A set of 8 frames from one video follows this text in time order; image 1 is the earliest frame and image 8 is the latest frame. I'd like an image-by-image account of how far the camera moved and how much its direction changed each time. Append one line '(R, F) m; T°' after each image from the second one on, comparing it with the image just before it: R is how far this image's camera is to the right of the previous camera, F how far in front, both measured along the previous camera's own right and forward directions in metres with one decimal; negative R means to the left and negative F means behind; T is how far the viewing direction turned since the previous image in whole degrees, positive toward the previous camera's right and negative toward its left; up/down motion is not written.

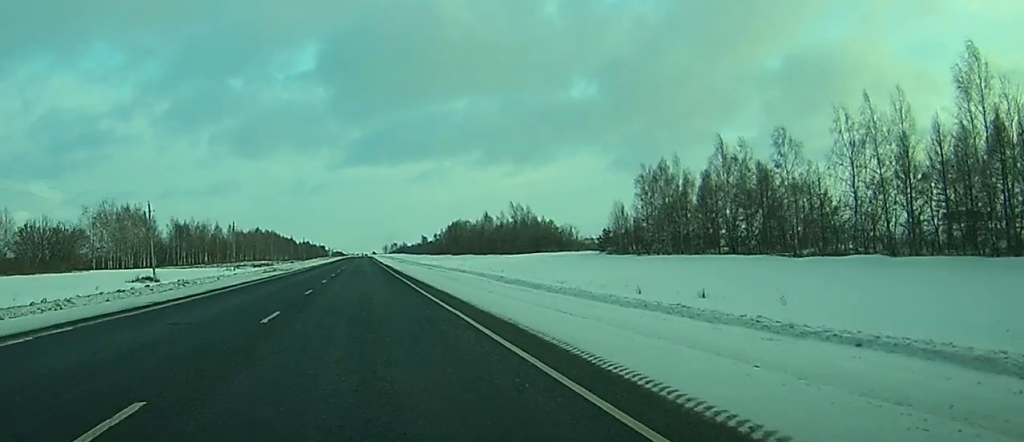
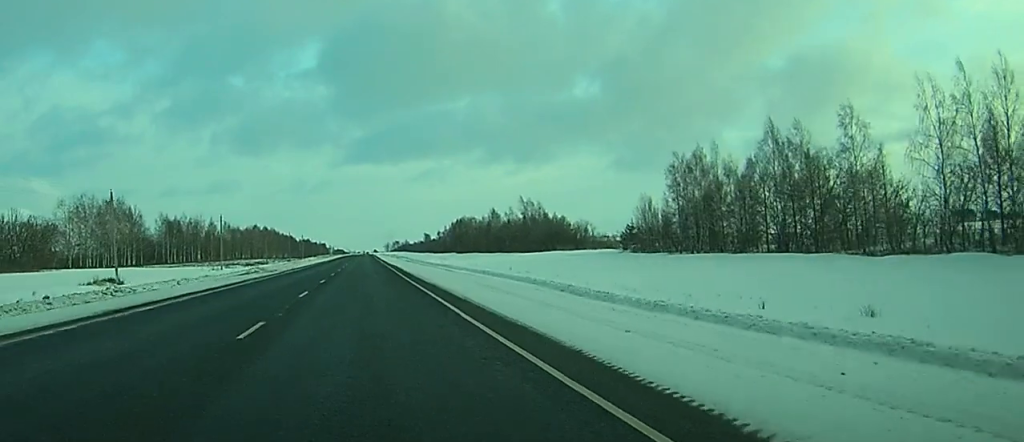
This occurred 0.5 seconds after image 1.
(0.0, +15.1) m; 0°
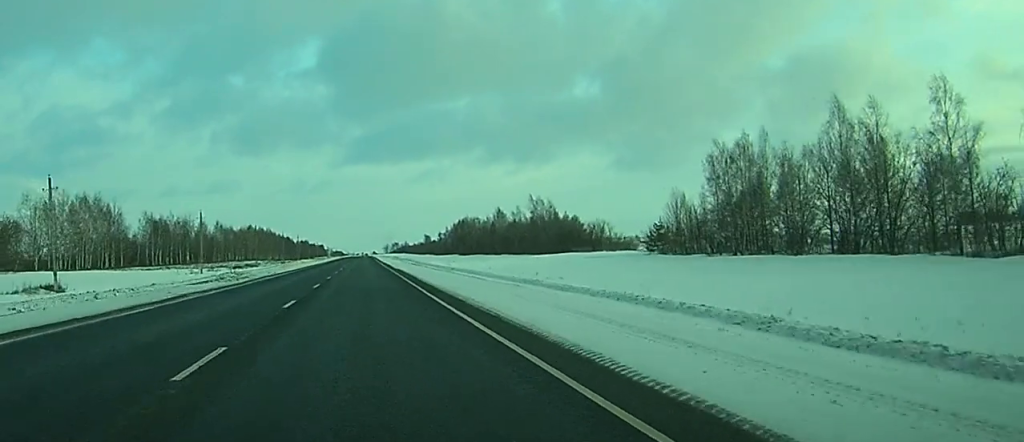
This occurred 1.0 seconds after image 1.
(0.0, +16.2) m; 0°
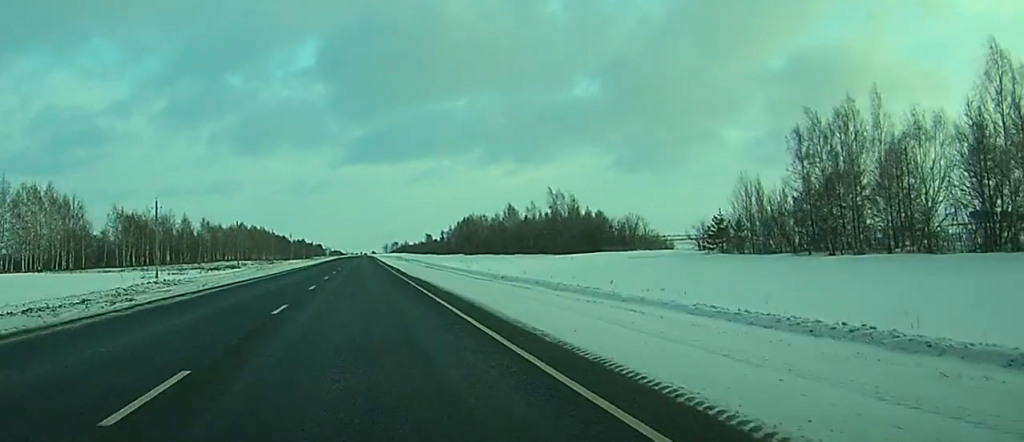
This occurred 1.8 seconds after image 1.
(0.0, +26.1) m; 0°
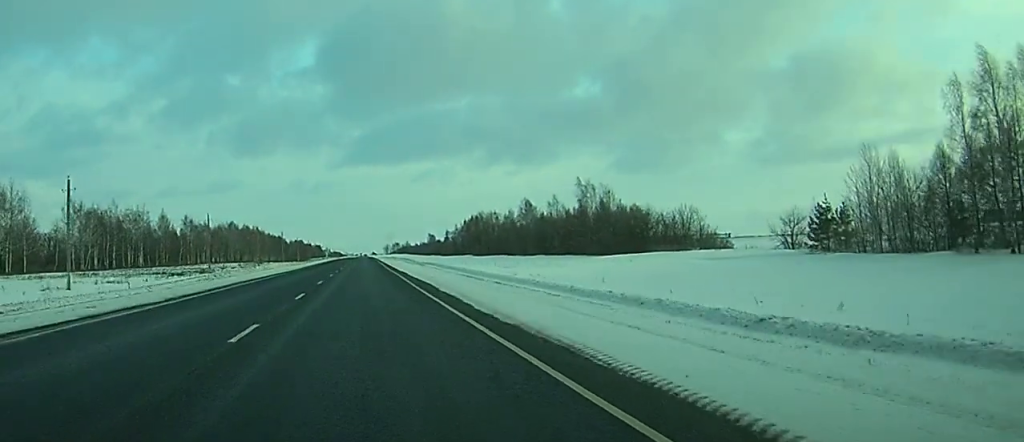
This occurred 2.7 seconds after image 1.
(0.0, +29.4) m; 0°
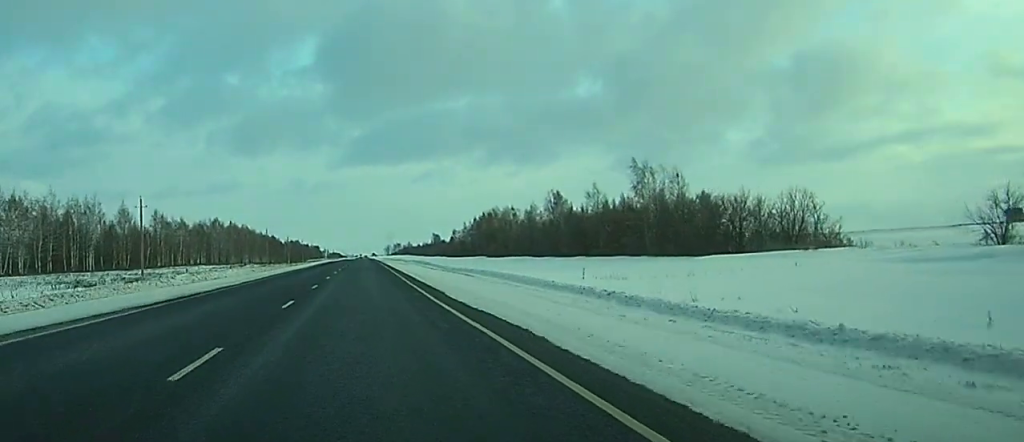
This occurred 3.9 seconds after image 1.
(0.0, +39.5) m; 0°
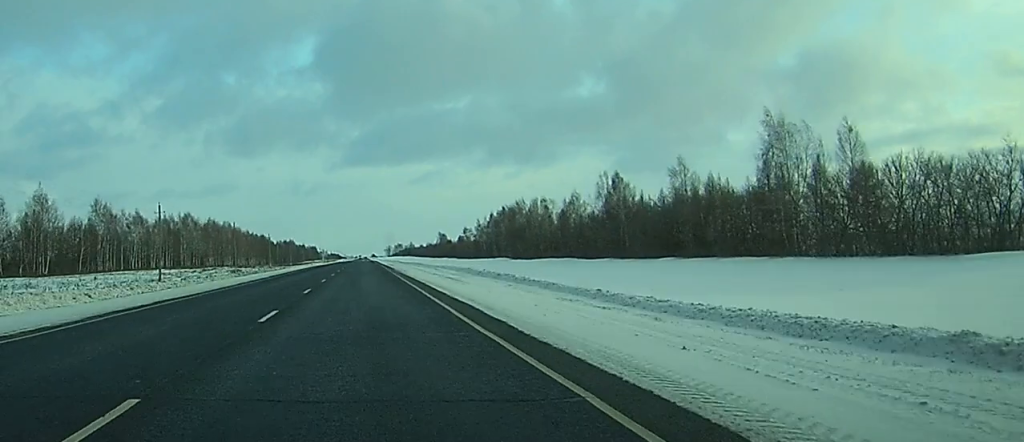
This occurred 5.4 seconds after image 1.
(-0.3, +51.9) m; -1°
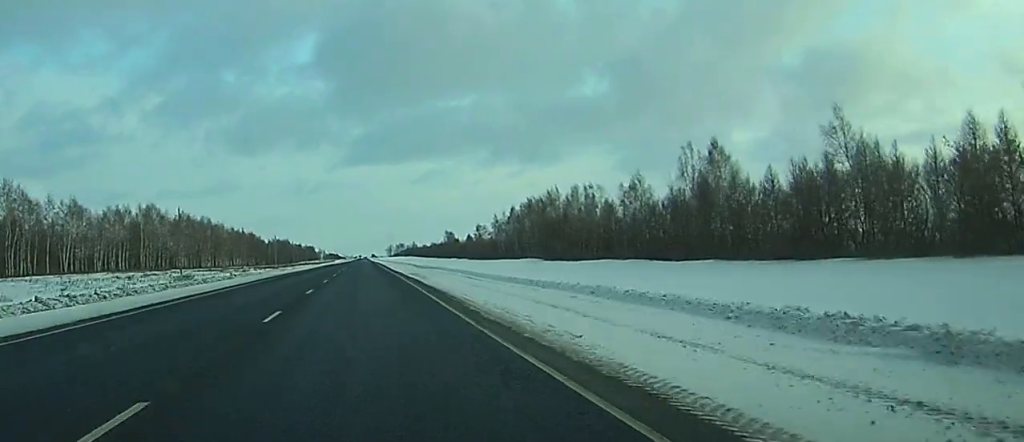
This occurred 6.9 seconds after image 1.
(-0.1, +47.7) m; 0°
